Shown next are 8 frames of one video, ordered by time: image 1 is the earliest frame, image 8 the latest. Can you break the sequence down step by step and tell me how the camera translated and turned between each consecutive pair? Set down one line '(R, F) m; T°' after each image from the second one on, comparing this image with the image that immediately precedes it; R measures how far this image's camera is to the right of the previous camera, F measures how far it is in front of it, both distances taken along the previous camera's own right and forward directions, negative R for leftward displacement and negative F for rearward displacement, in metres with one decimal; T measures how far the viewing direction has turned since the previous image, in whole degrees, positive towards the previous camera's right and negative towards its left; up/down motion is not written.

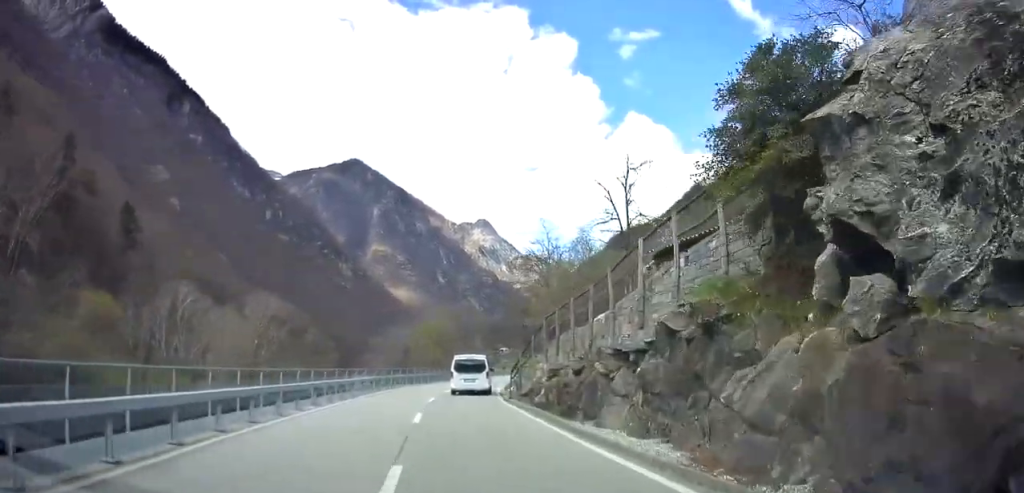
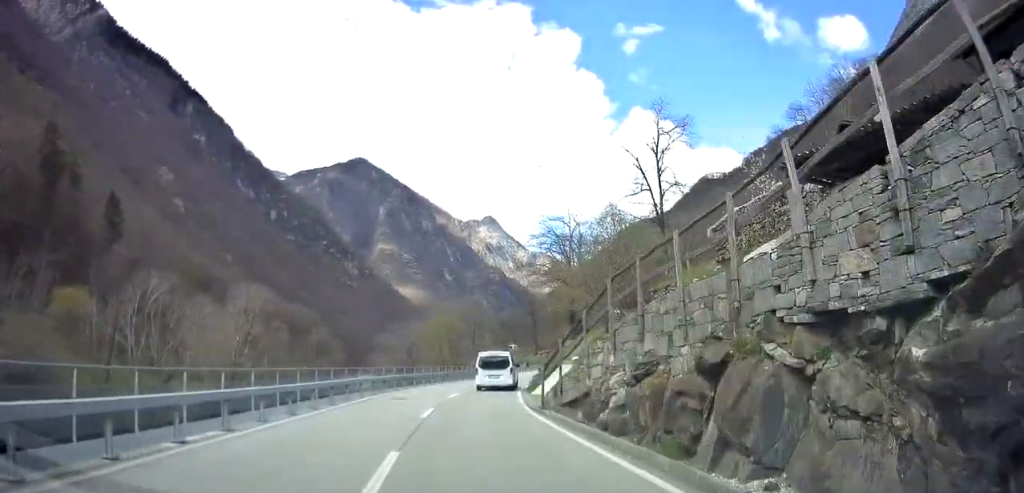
(-0.3, +8.0) m; -2°
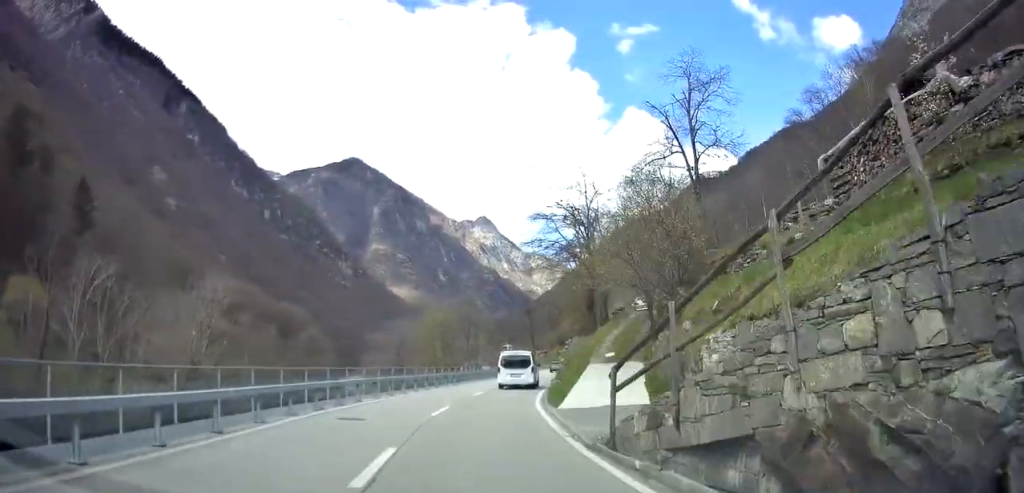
(-0.2, +8.5) m; 0°
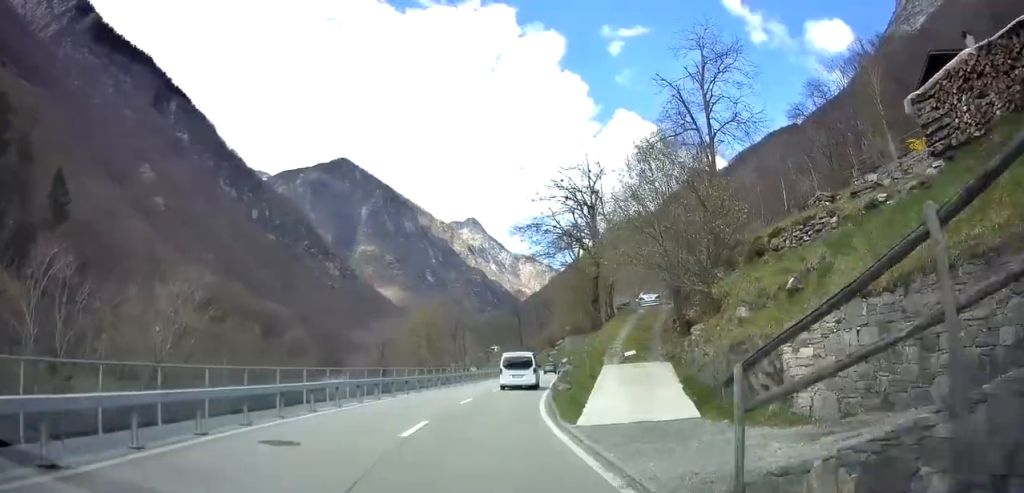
(-0.1, +4.7) m; +1°
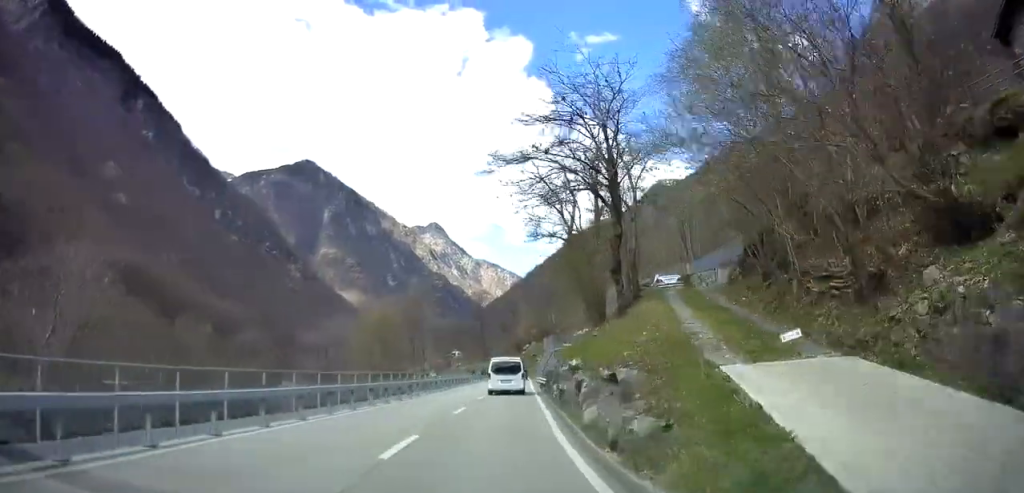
(+0.4, +10.6) m; +4°
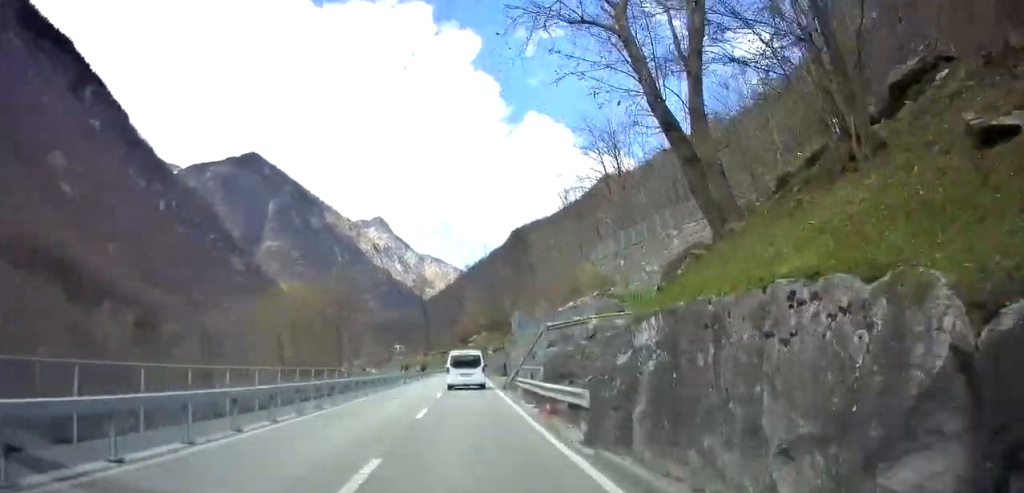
(+1.3, +20.5) m; +4°
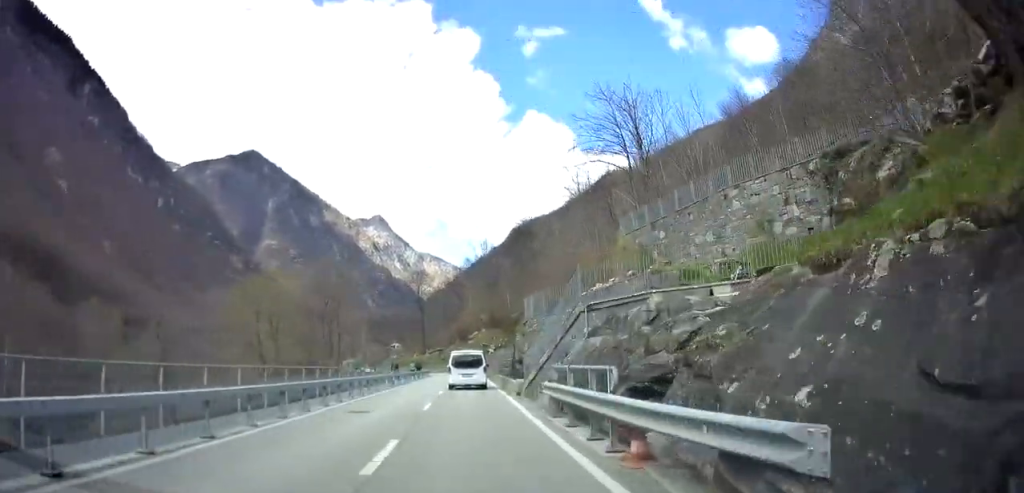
(-0.1, +7.2) m; 0°
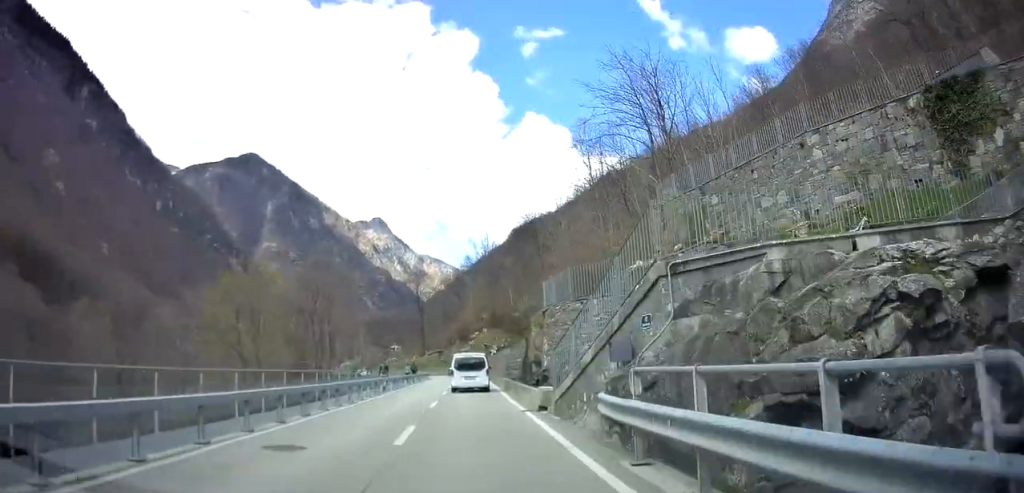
(0.0, +6.6) m; 0°
